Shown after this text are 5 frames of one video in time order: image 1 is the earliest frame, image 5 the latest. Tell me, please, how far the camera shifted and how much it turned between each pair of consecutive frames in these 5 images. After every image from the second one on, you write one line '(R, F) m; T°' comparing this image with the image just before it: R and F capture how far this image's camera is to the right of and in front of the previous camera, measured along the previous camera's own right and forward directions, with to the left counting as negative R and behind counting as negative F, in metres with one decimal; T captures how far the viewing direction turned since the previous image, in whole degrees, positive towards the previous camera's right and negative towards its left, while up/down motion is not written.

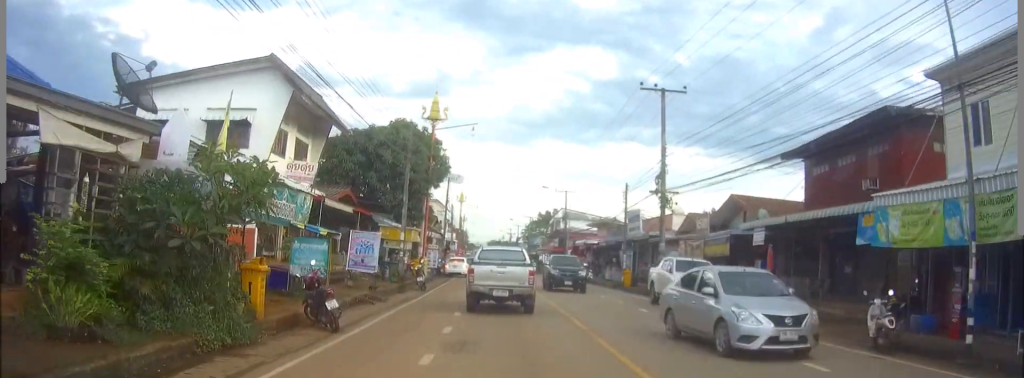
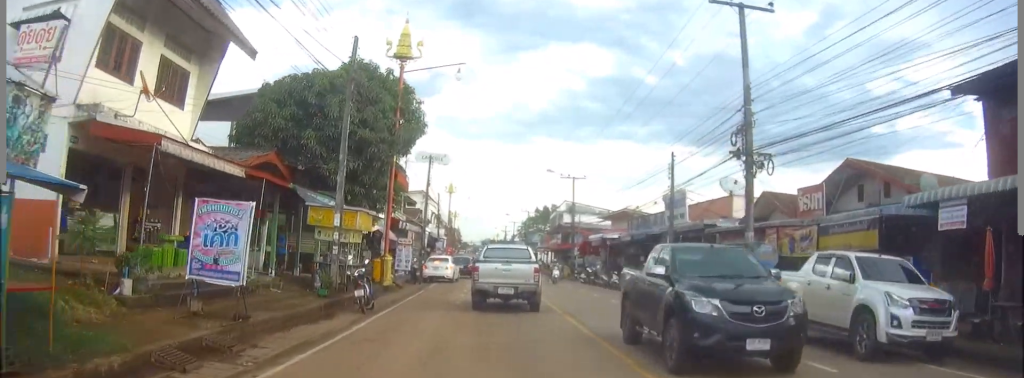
(+0.2, +12.8) m; +1°
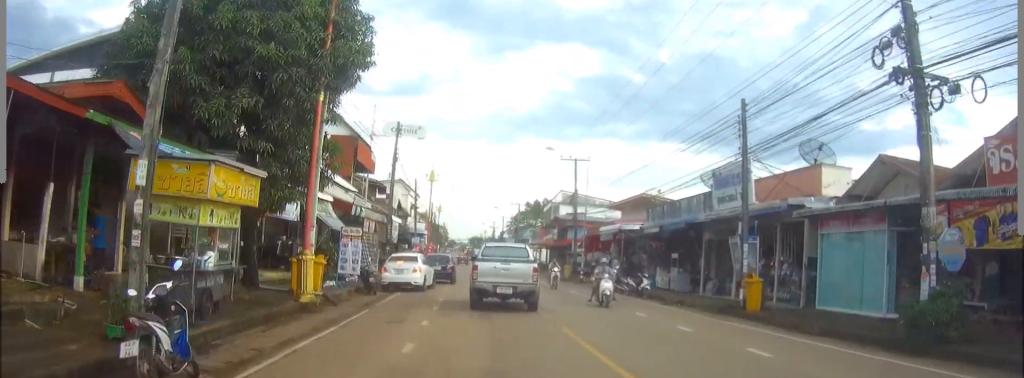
(-0.1, +10.9) m; +1°
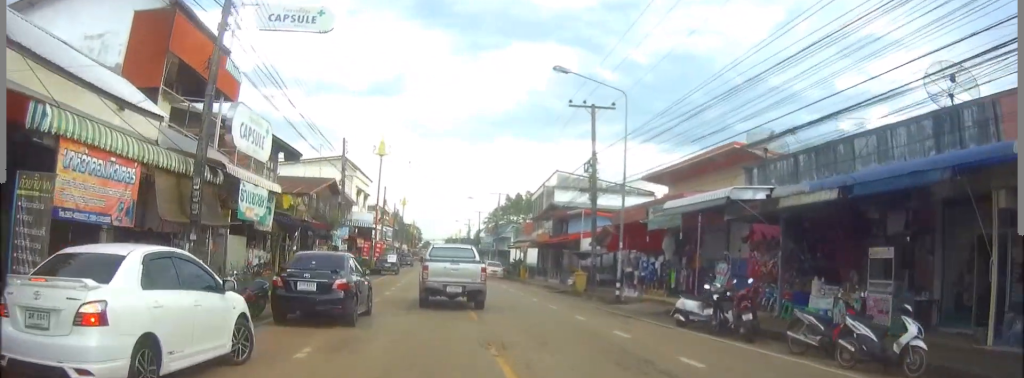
(+0.6, +21.4) m; +2°
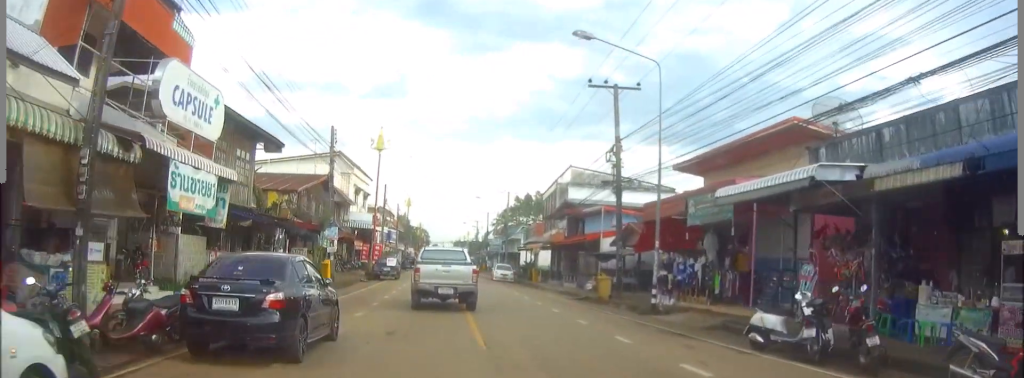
(0.0, +4.9) m; 0°
